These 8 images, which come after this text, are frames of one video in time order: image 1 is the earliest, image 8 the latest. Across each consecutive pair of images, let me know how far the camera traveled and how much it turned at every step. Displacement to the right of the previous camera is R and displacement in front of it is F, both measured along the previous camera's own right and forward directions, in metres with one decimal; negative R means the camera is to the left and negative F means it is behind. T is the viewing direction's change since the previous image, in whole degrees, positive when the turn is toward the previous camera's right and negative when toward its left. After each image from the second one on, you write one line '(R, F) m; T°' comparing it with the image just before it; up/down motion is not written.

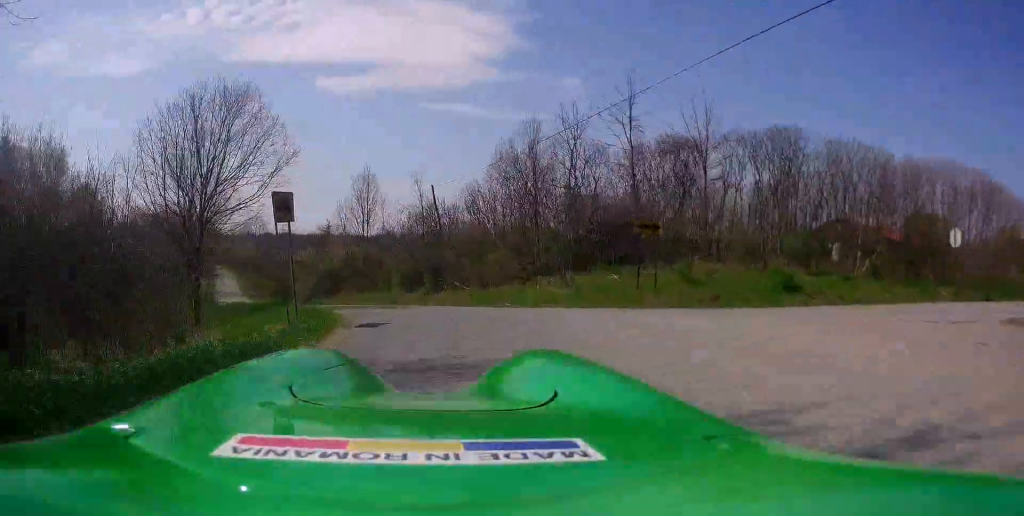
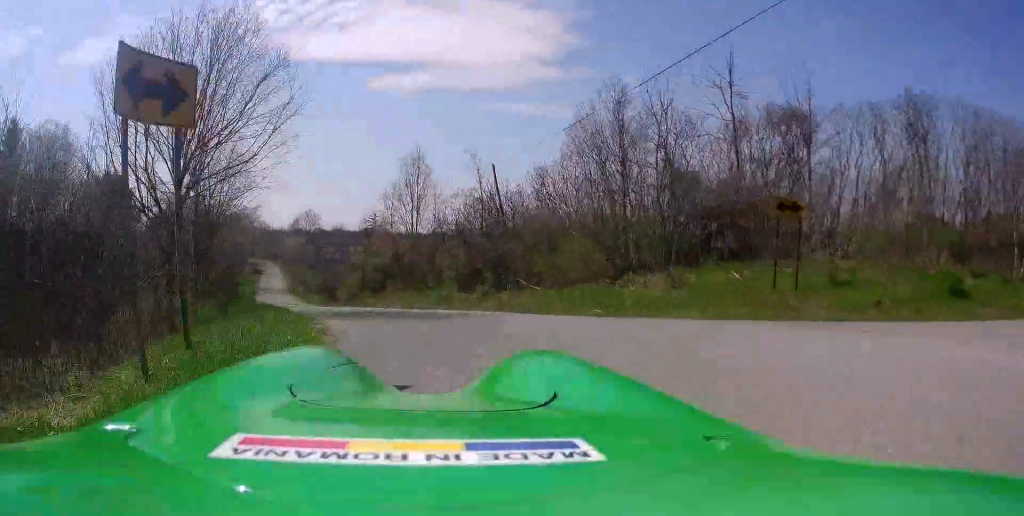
(-0.3, +7.1) m; -6°
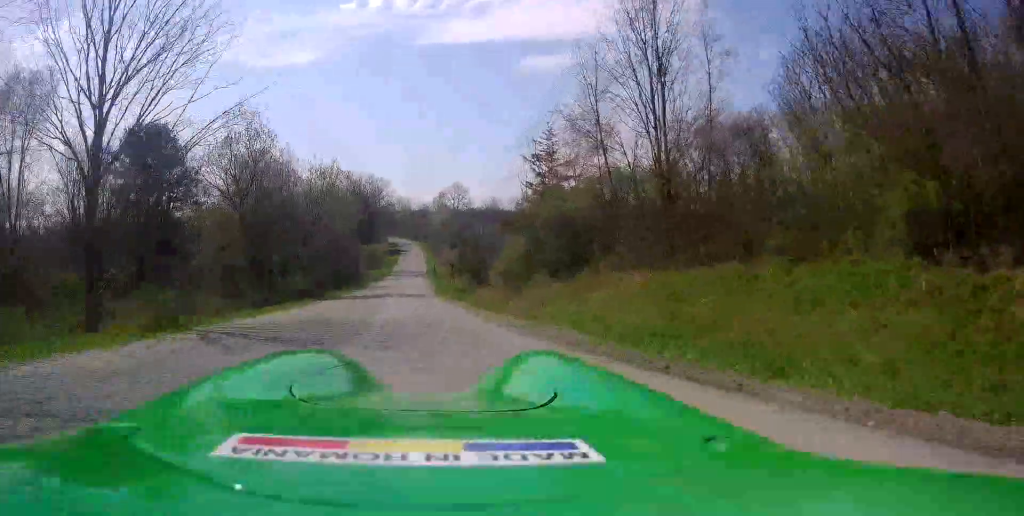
(-4.9, +28.9) m; -10°
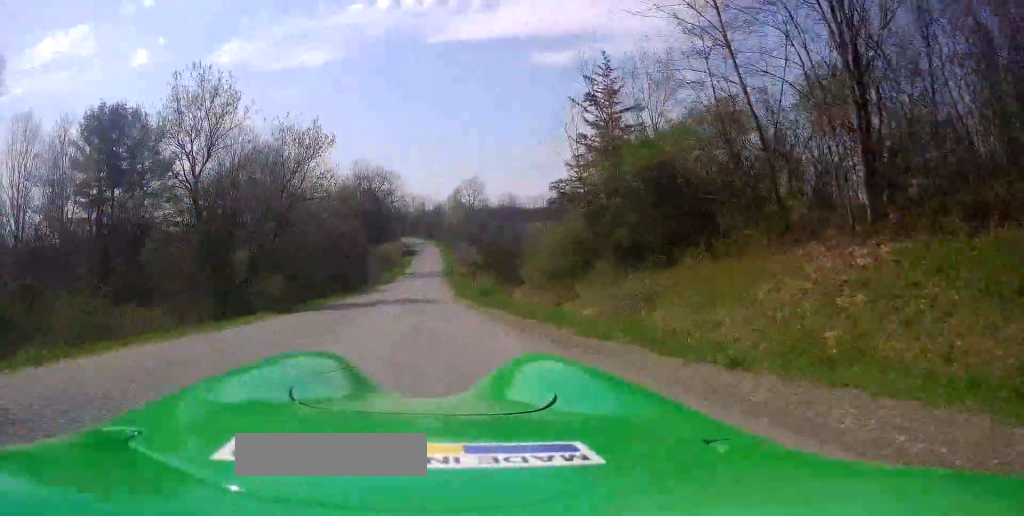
(+0.1, +10.1) m; -3°
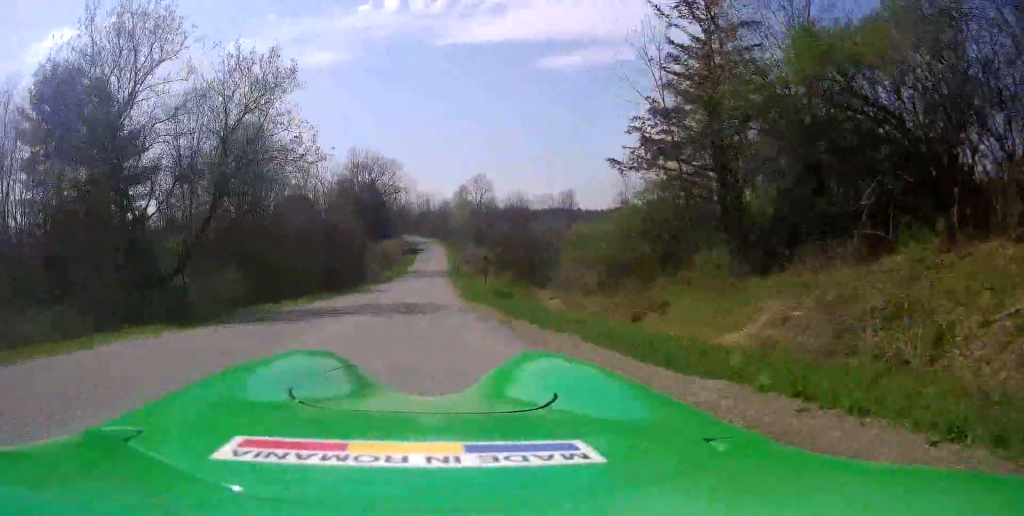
(-0.4, +9.7) m; -3°
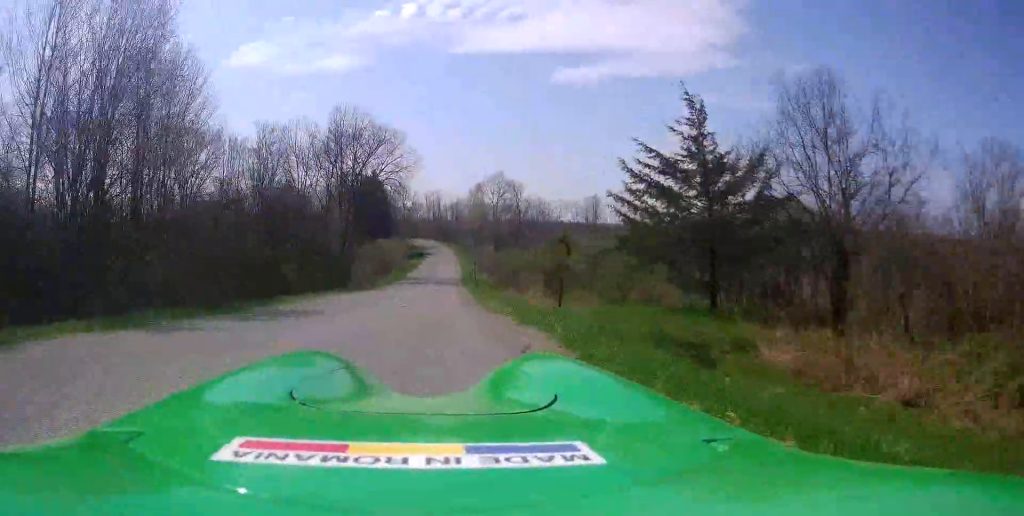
(-1.1, +24.6) m; -1°
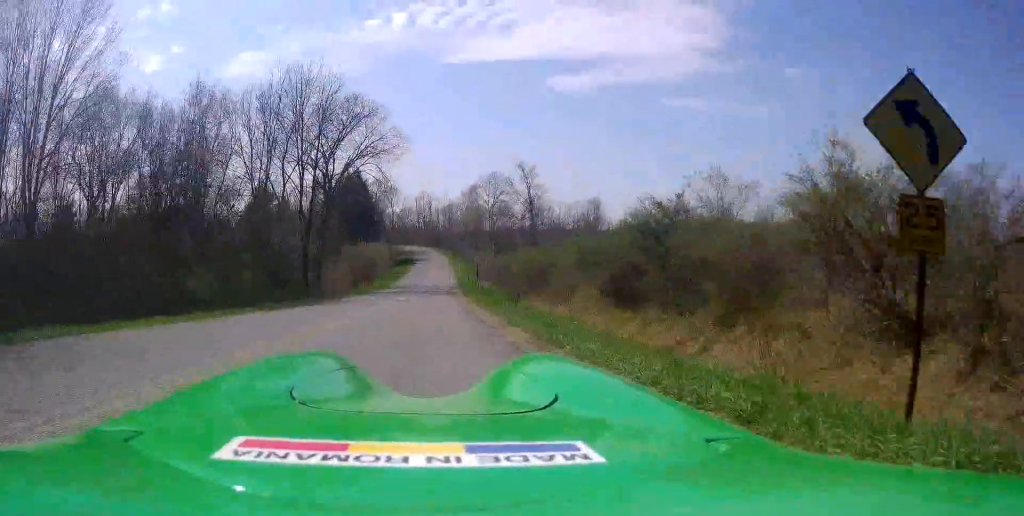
(+0.2, +15.0) m; +1°
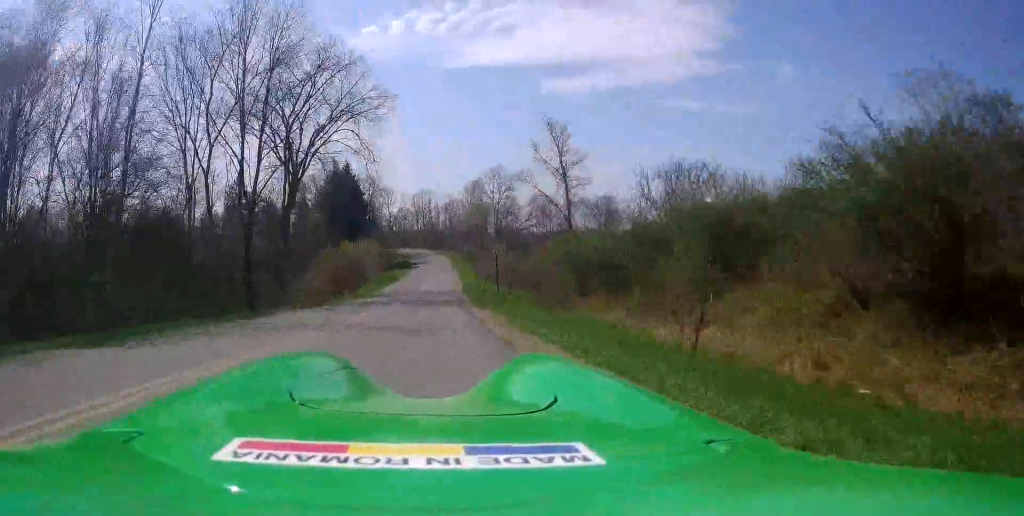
(+0.1, +15.3) m; +1°
